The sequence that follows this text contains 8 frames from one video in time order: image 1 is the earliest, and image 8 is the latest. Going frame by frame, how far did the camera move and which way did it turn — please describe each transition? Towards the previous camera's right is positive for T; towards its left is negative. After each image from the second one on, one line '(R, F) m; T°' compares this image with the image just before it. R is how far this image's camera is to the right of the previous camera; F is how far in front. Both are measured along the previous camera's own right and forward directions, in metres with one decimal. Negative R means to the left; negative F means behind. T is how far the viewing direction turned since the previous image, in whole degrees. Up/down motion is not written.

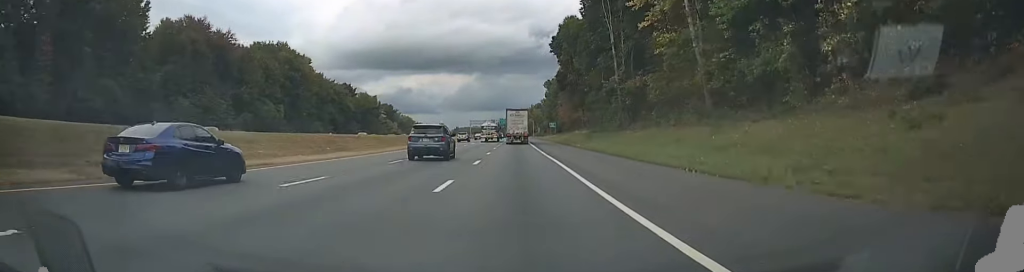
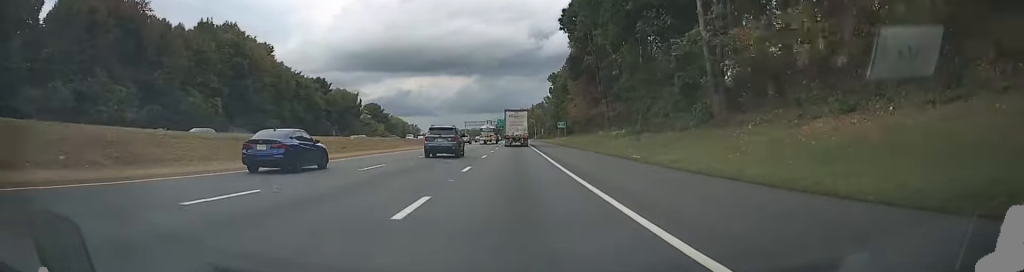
(0.0, +29.3) m; 0°
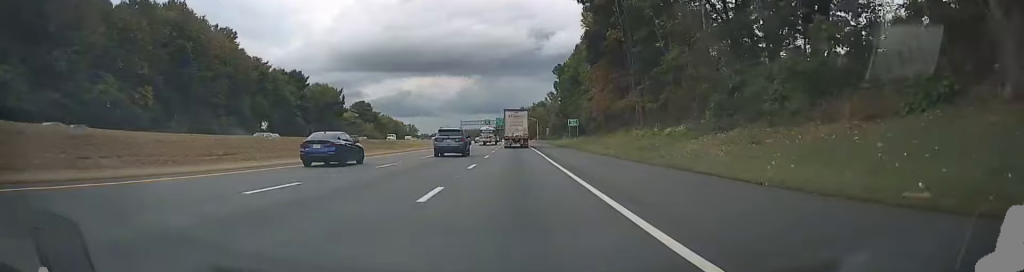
(-0.1, +21.1) m; 0°
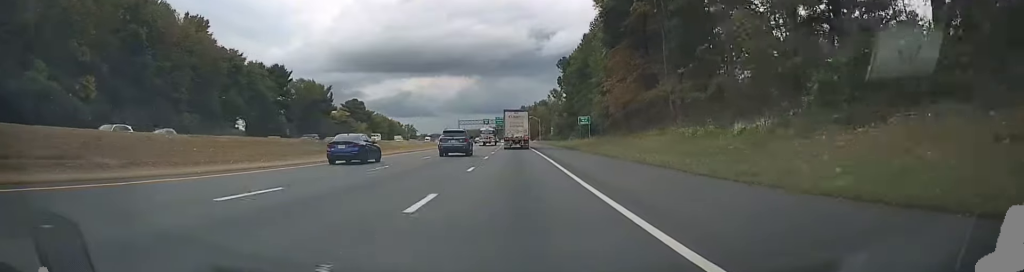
(-0.1, +12.5) m; 0°
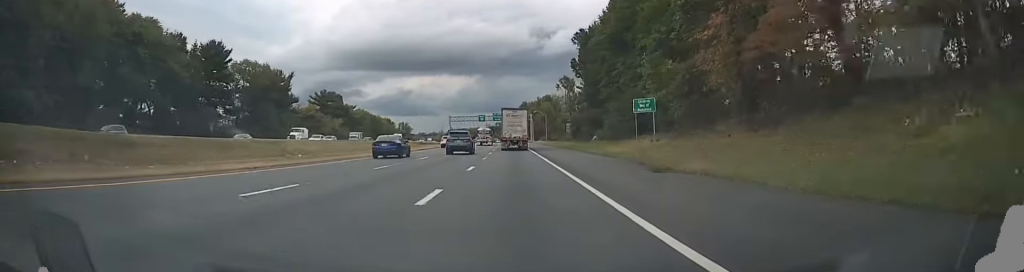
(+0.2, +37.1) m; 0°
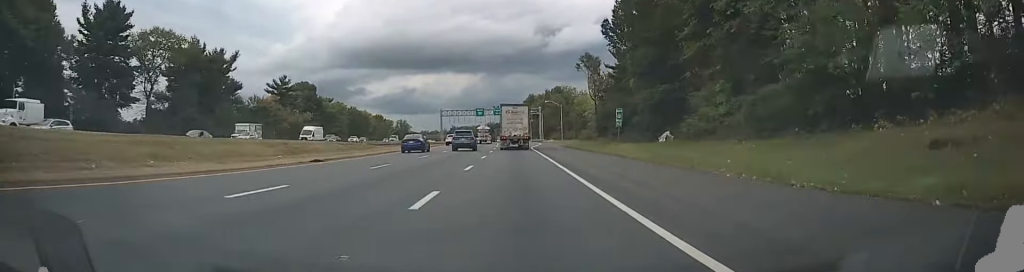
(0.0, +35.1) m; 0°
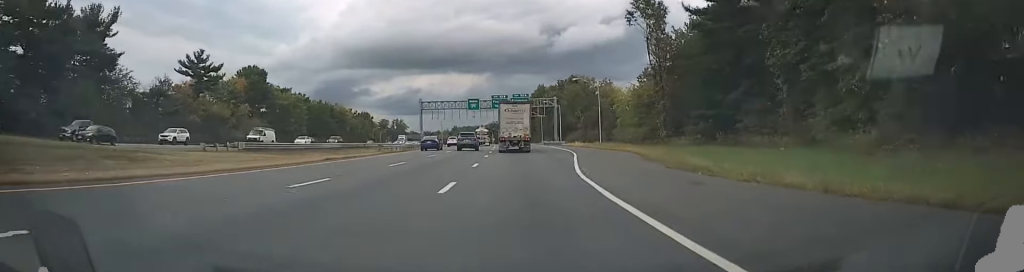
(-0.2, +46.9) m; 0°
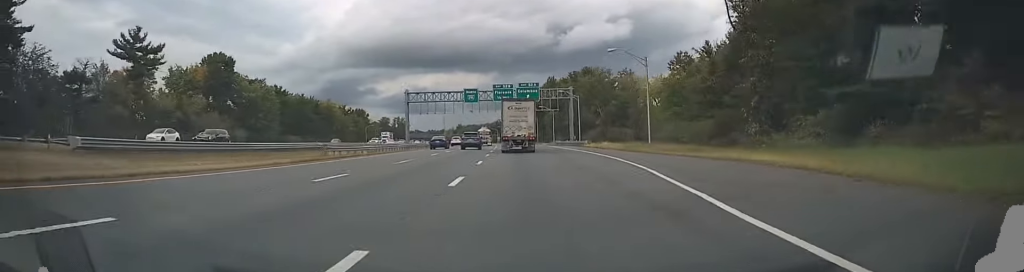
(0.0, +21.1) m; -1°
